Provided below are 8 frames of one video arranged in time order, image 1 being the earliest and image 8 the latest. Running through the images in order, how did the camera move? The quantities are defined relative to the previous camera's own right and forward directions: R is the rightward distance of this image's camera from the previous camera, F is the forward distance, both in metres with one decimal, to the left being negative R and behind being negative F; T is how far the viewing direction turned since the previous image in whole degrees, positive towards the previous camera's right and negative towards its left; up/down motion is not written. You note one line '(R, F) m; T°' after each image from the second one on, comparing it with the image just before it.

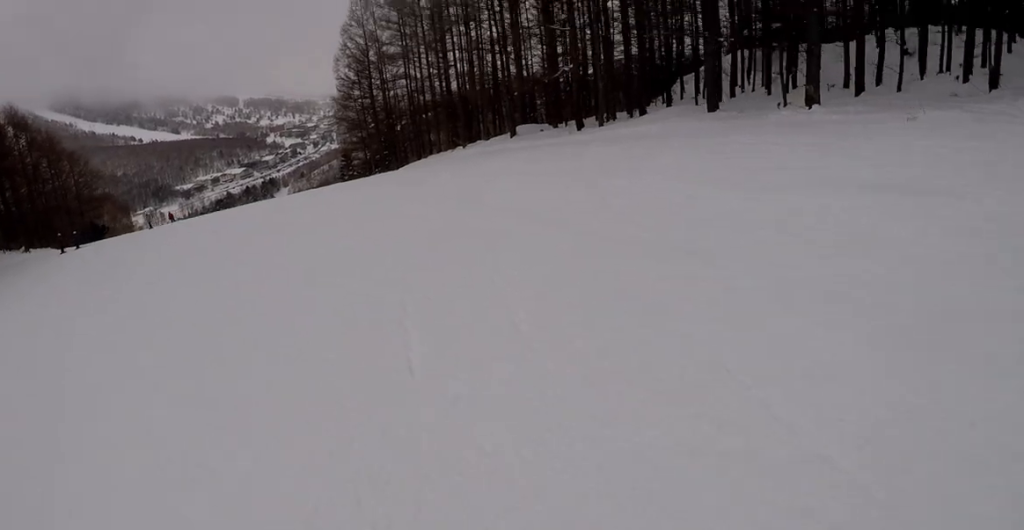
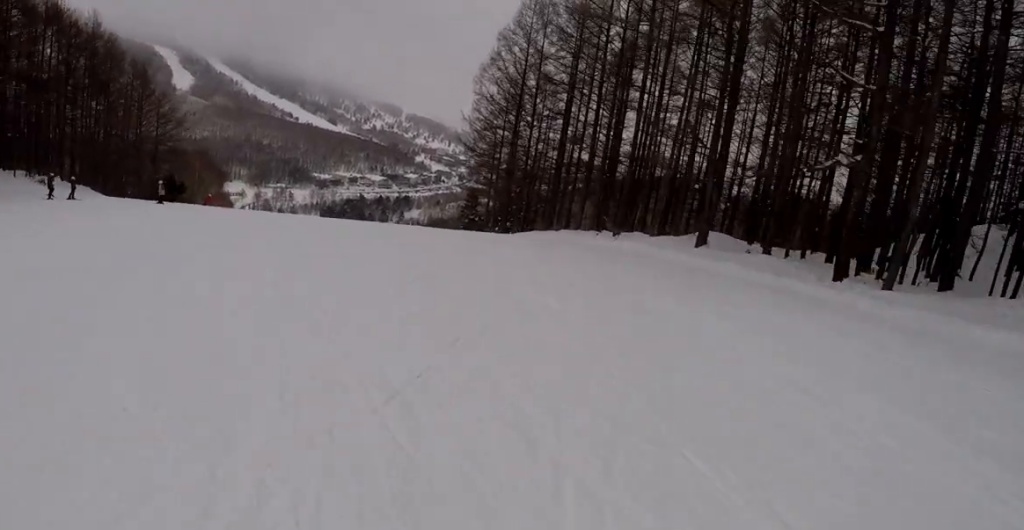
(-0.4, +15.9) m; -18°
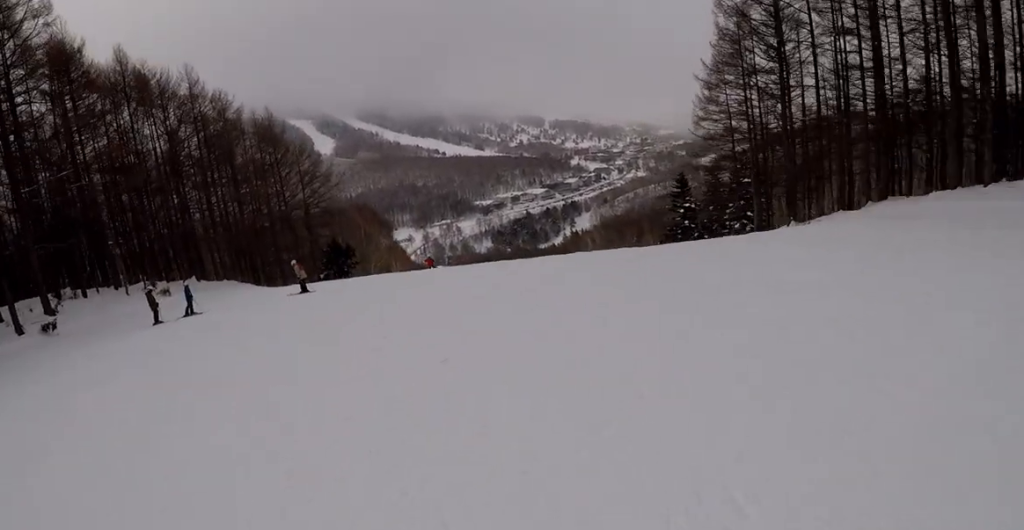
(-4.4, +15.4) m; -15°
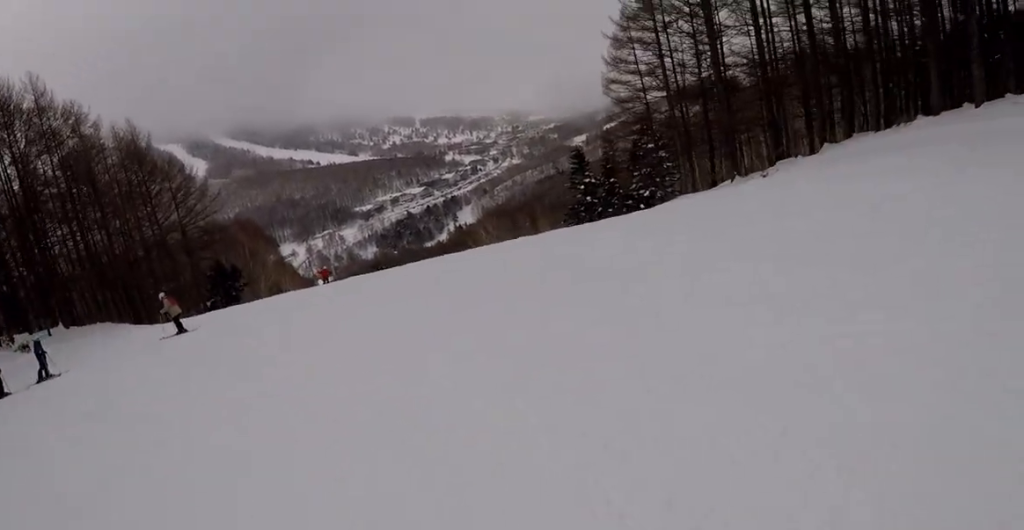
(+0.2, +5.8) m; +7°
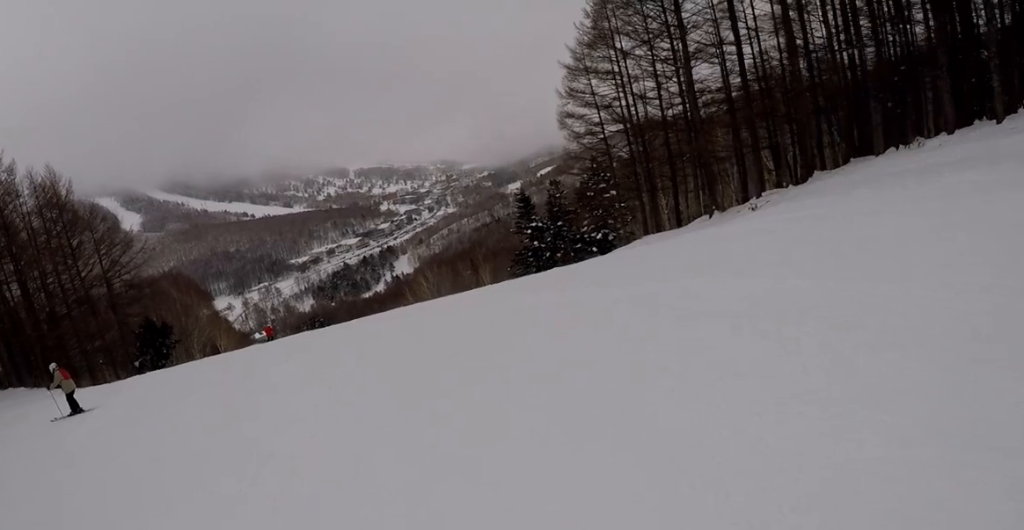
(+0.2, +3.9) m; +8°
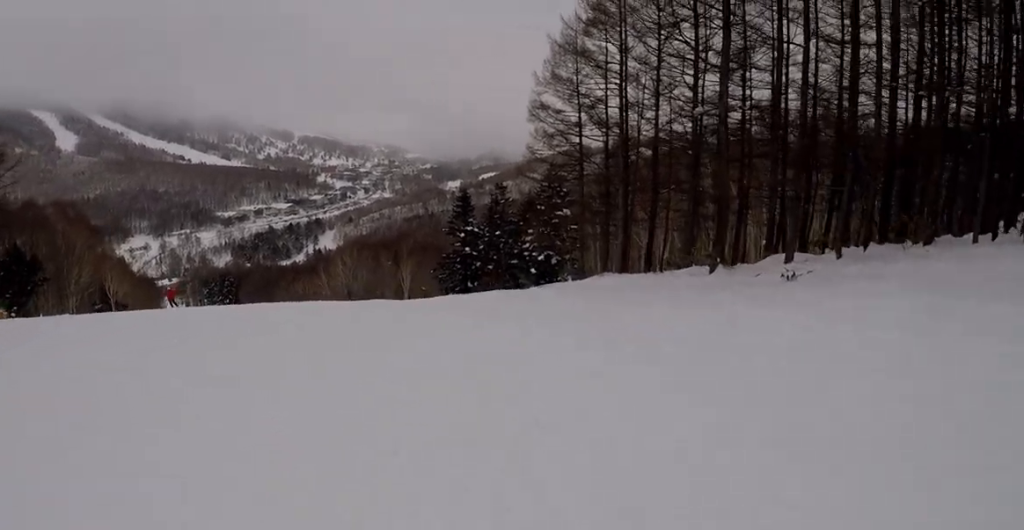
(+1.8, +8.7) m; +13°
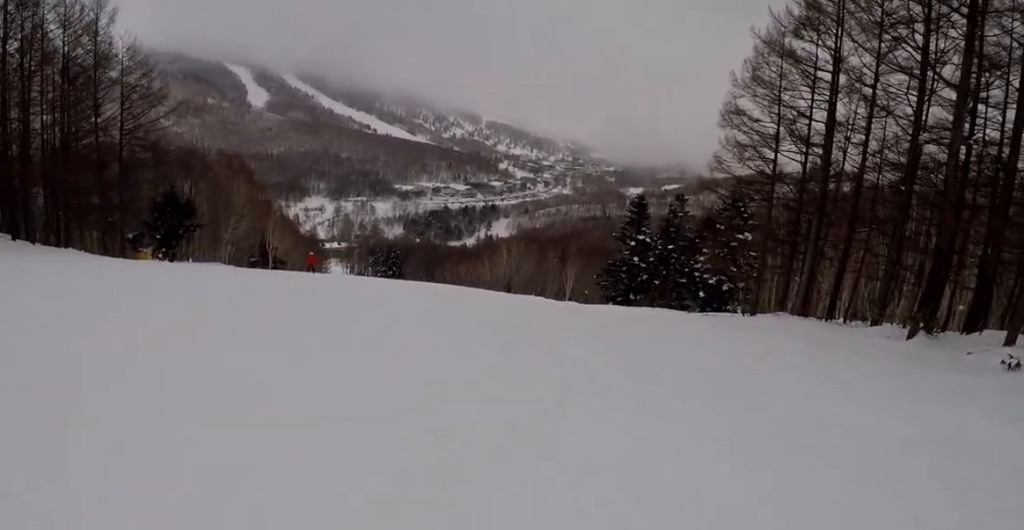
(+0.2, +3.4) m; -3°
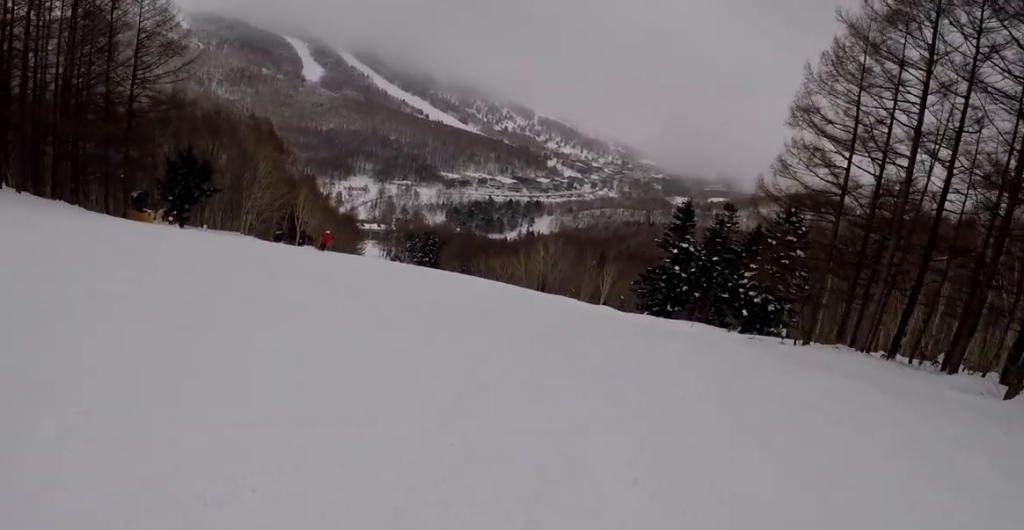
(-0.4, +4.2) m; -14°
